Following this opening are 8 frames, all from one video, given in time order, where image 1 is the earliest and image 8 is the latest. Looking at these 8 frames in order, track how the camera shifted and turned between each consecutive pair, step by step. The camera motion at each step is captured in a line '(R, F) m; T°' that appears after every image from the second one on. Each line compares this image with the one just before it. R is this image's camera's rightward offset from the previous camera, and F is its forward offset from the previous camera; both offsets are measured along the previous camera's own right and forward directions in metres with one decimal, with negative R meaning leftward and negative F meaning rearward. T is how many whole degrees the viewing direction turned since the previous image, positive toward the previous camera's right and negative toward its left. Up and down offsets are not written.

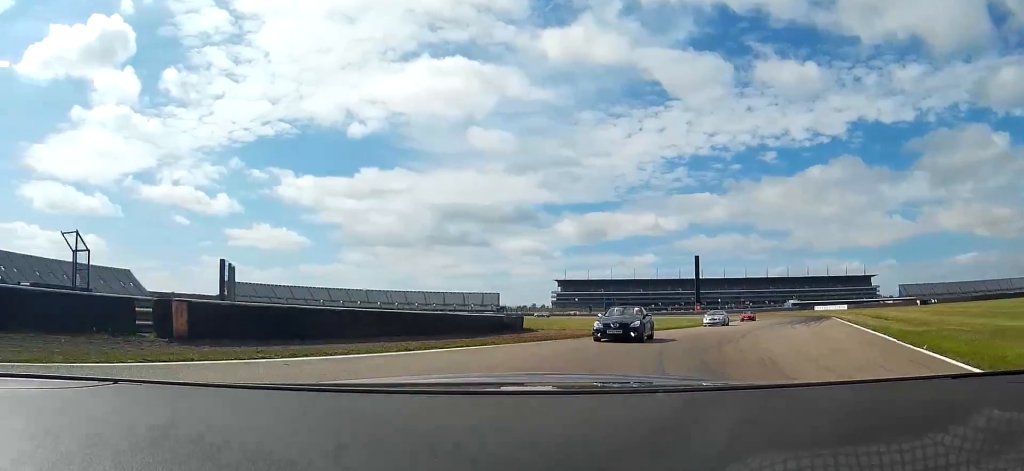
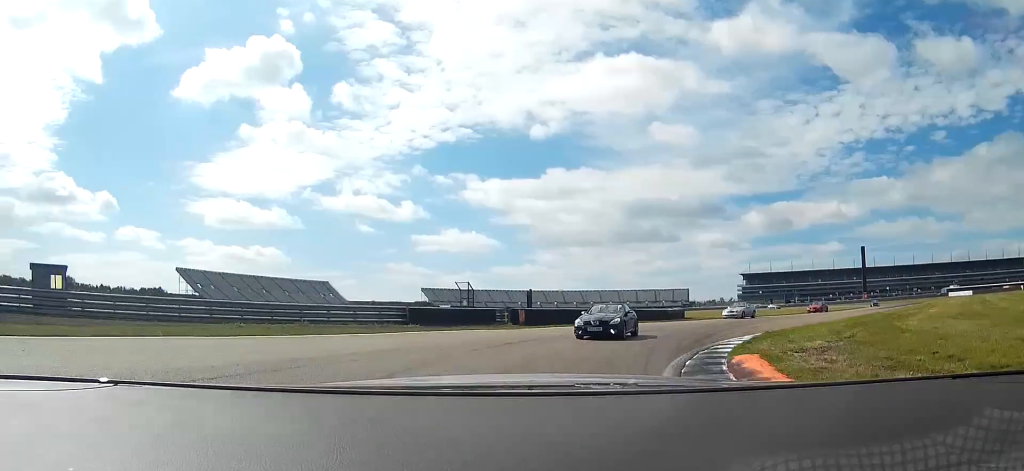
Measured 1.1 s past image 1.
(-4.8, +22.7) m; -19°
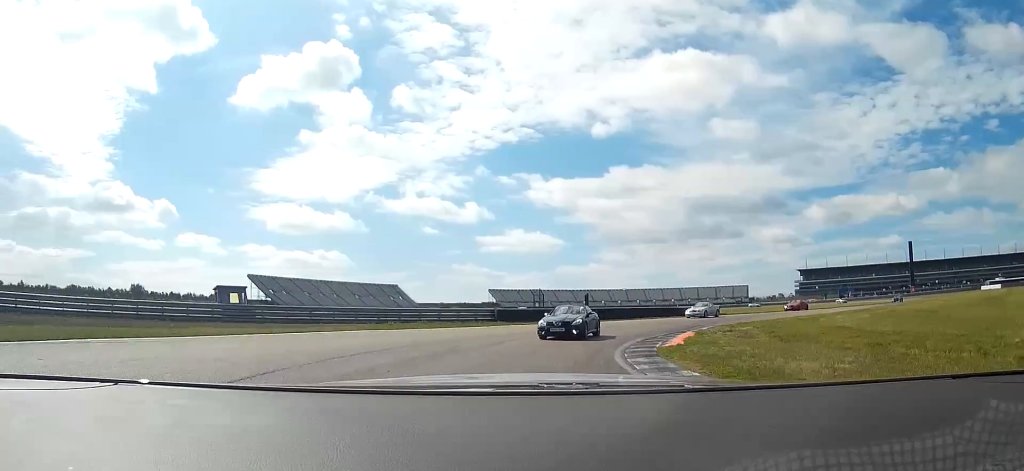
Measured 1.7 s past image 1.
(-1.1, +12.7) m; -7°
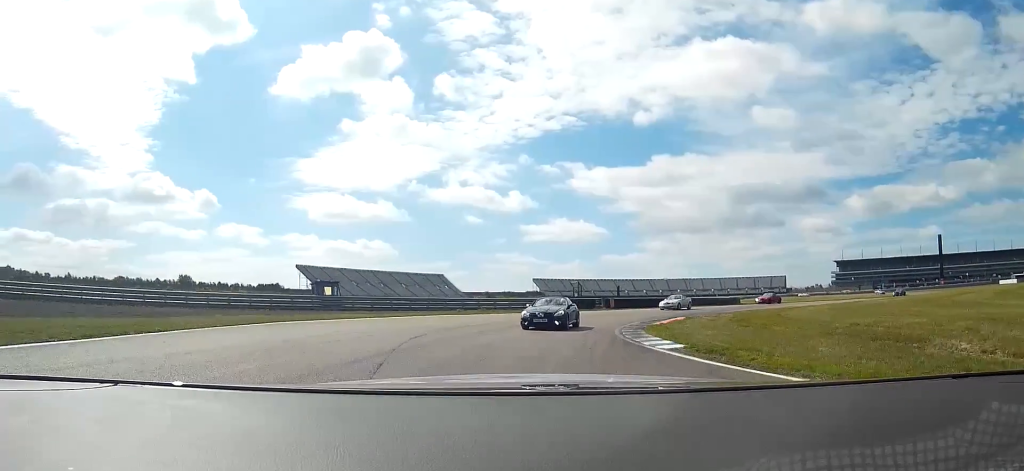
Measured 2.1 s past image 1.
(-0.4, +9.9) m; -5°
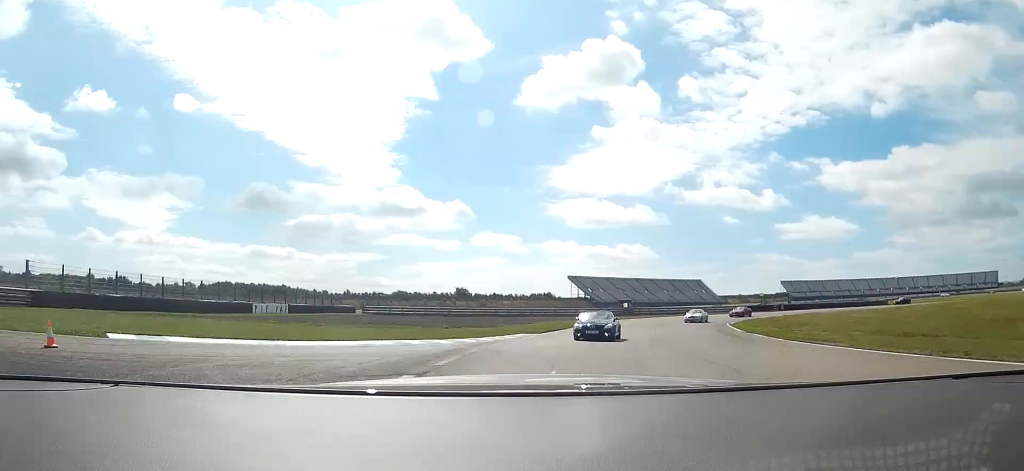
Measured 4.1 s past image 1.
(-7.9, +44.7) m; -21°
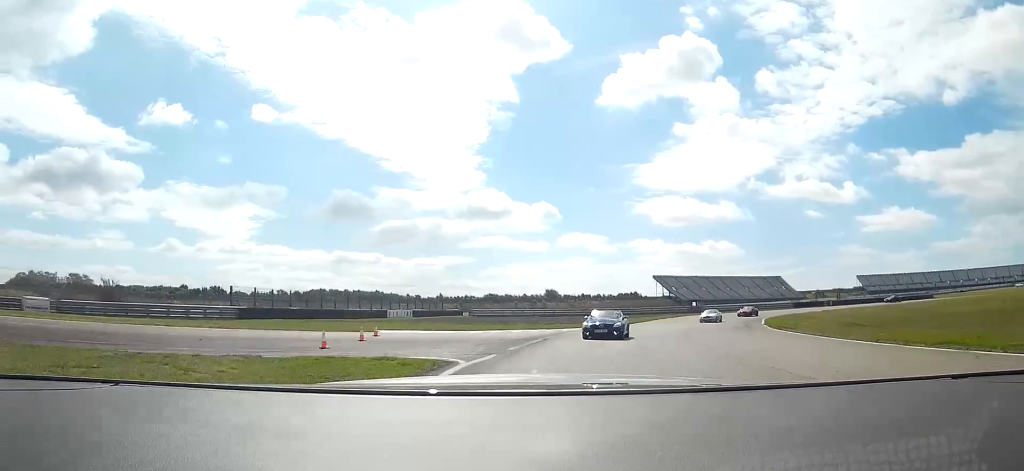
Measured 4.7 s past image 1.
(-0.9, +15.1) m; -8°
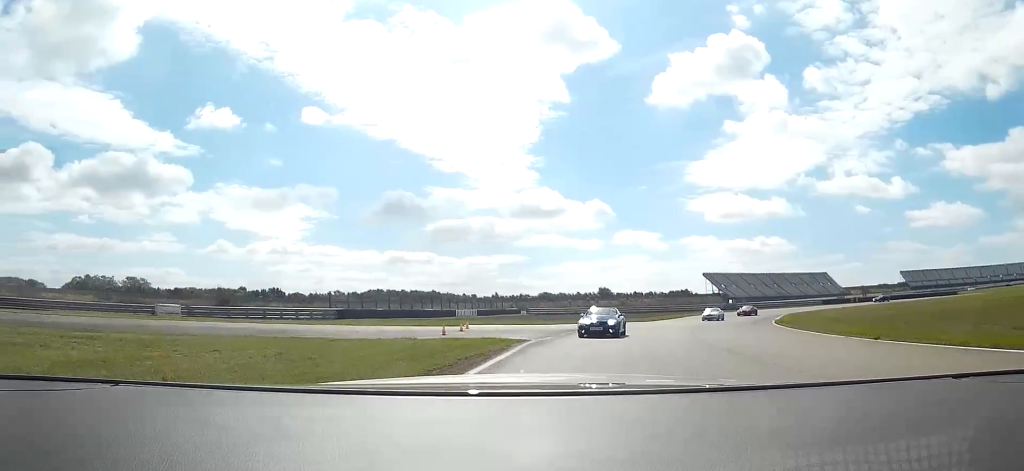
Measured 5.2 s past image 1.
(-0.7, +10.3) m; -6°
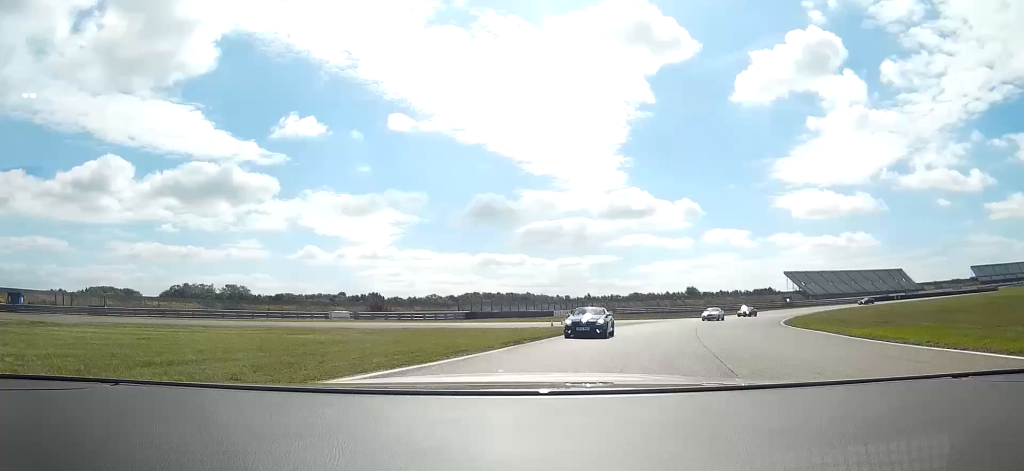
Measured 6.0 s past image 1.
(-1.5, +18.2) m; -10°
